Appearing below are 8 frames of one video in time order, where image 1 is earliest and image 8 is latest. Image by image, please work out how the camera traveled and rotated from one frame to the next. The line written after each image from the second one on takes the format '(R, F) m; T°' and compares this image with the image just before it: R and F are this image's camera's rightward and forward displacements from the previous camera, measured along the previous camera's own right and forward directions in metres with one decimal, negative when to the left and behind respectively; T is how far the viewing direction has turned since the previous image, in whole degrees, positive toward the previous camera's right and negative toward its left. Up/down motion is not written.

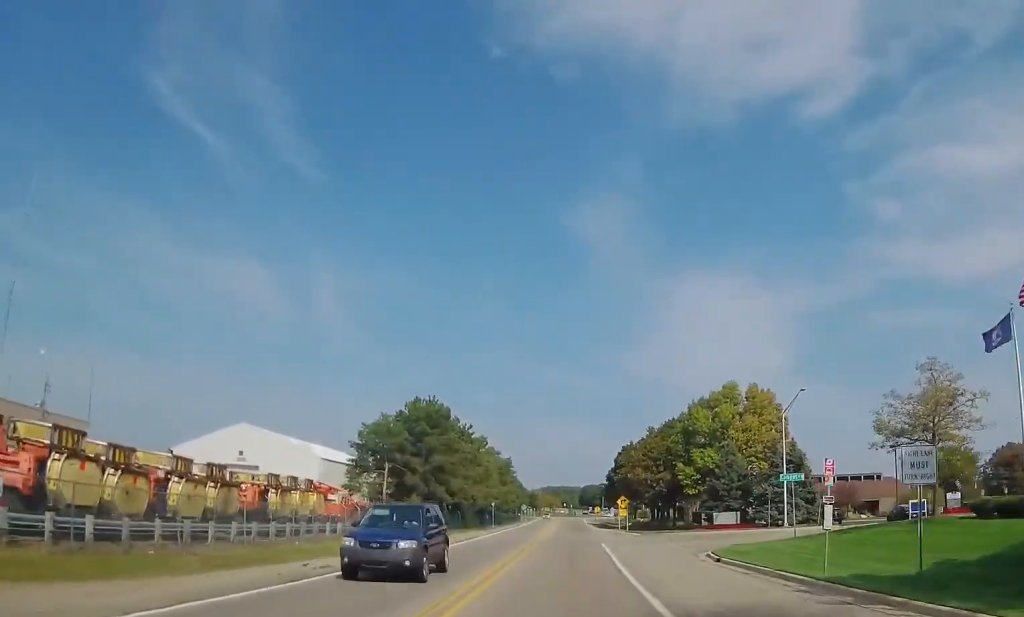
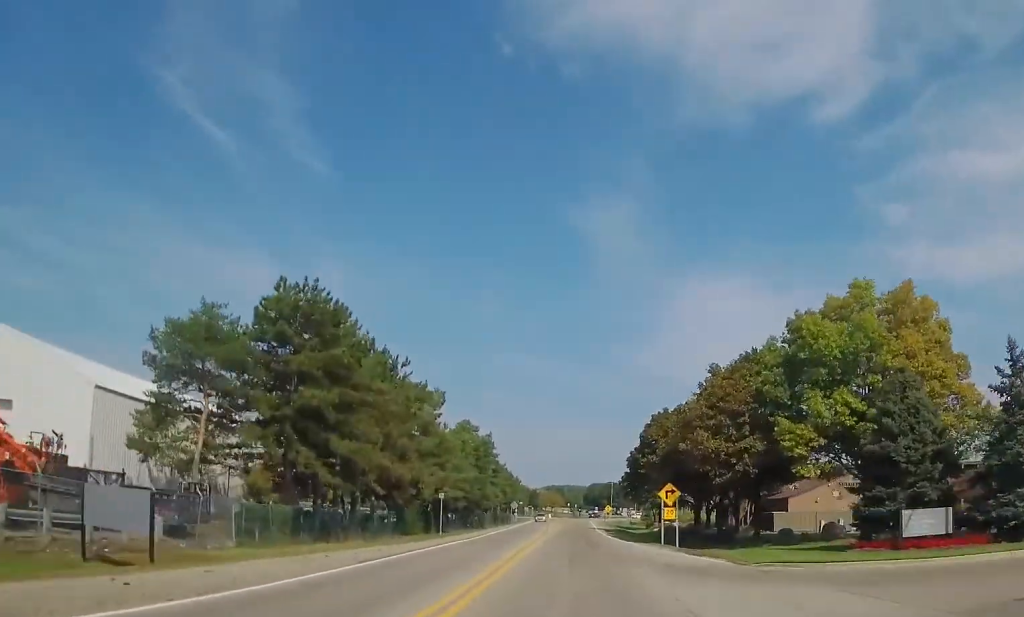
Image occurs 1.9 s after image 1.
(-0.4, +33.0) m; -1°
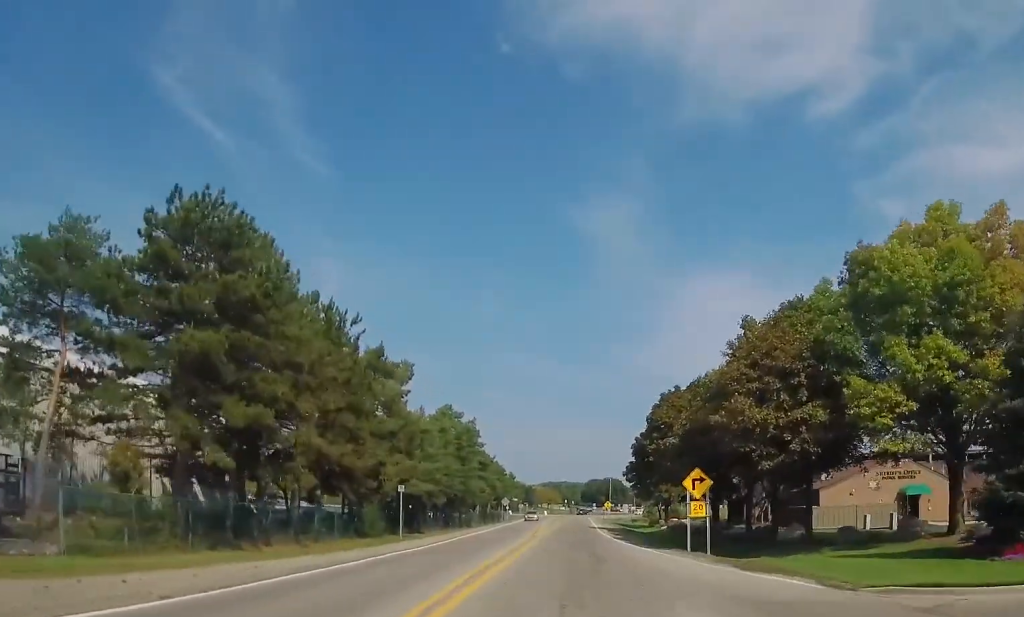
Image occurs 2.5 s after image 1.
(+0.2, +10.1) m; 0°
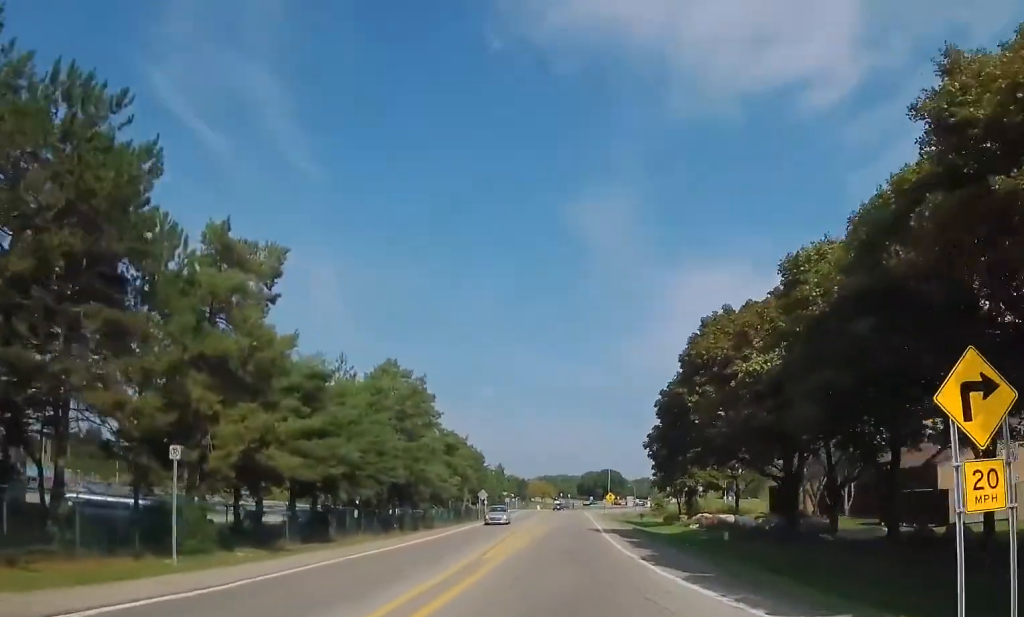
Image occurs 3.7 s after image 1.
(-0.2, +21.7) m; 0°
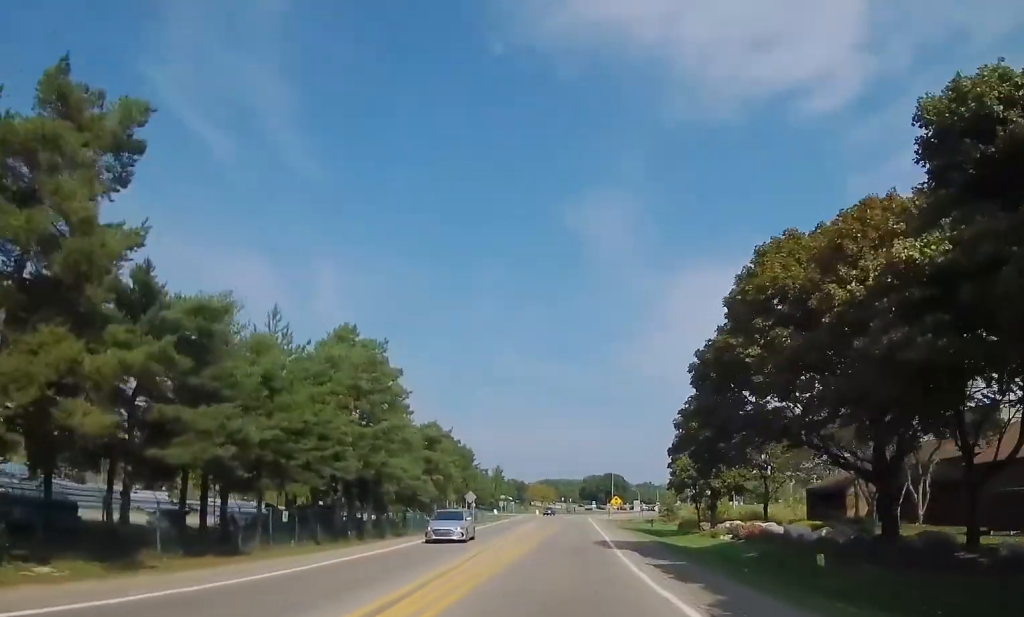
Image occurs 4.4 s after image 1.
(+0.2, +11.2) m; +1°
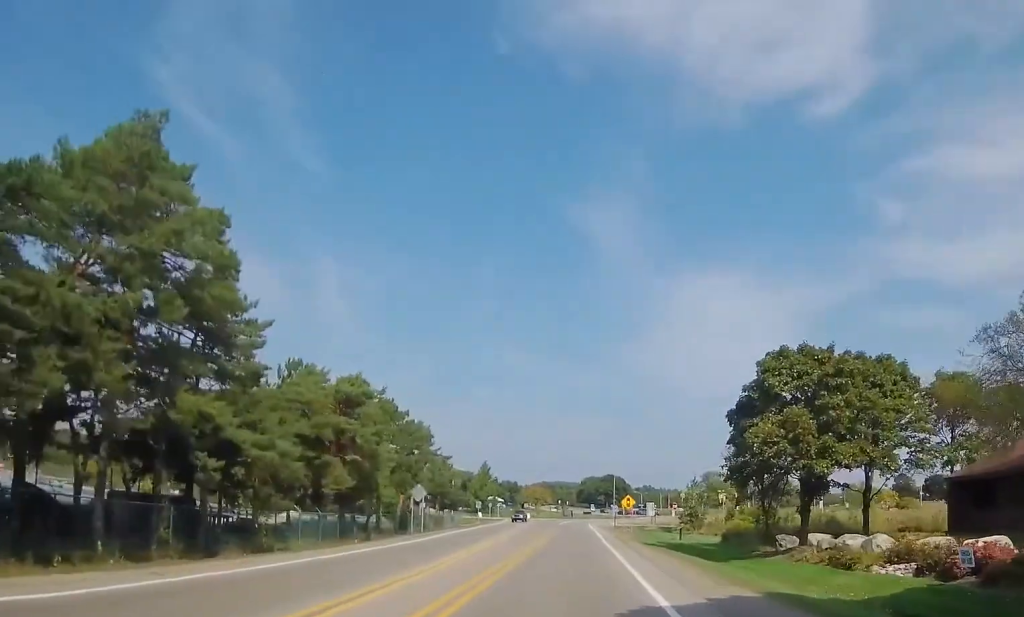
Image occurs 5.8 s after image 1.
(-0.3, +24.0) m; -1°
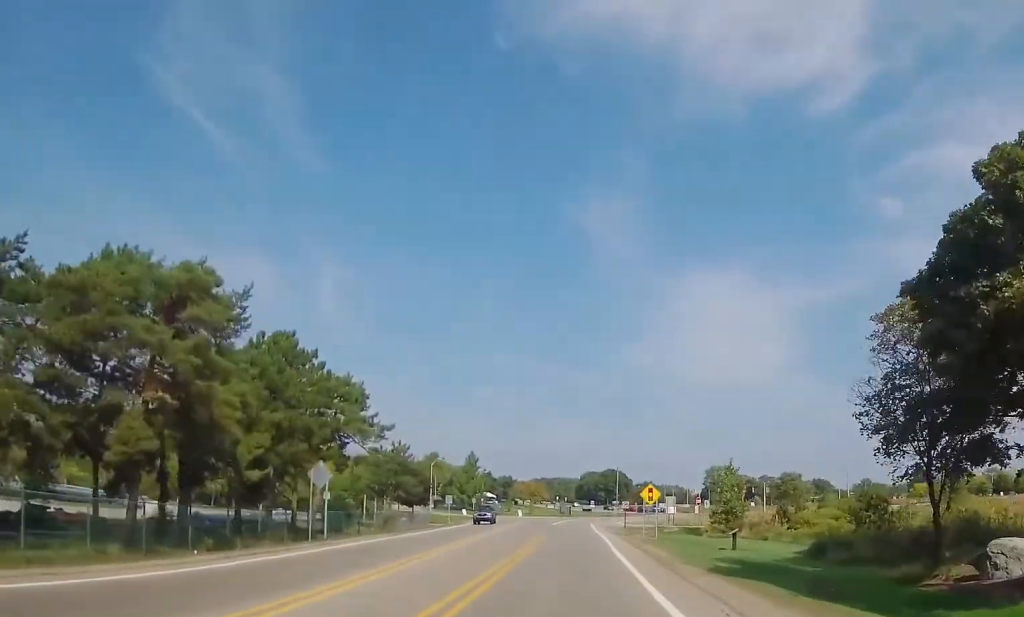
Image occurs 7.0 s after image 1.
(0.0, +20.0) m; +1°
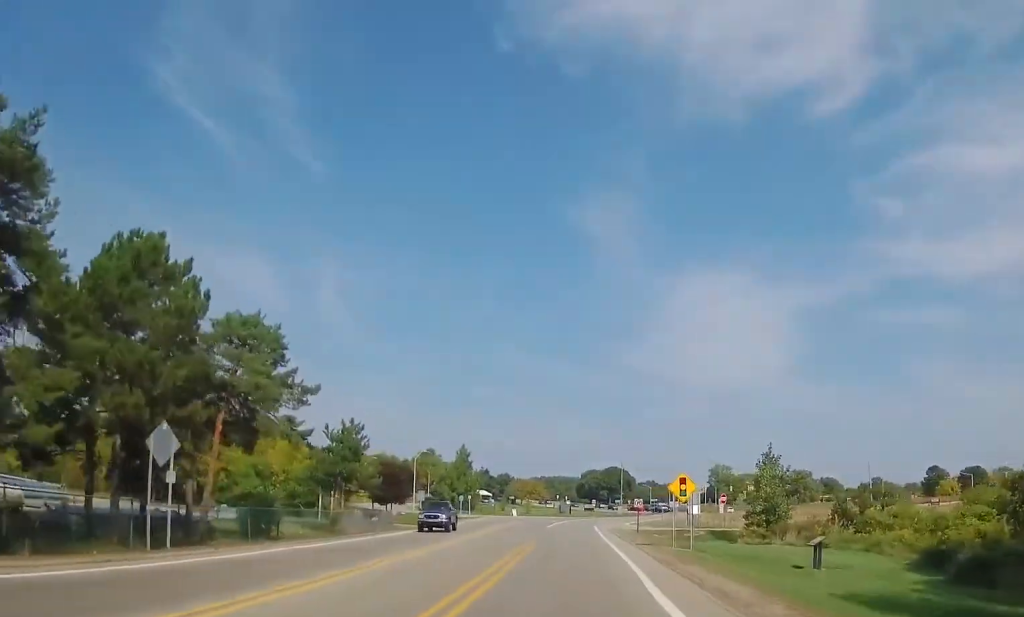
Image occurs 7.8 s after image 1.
(+0.1, +13.1) m; 0°
